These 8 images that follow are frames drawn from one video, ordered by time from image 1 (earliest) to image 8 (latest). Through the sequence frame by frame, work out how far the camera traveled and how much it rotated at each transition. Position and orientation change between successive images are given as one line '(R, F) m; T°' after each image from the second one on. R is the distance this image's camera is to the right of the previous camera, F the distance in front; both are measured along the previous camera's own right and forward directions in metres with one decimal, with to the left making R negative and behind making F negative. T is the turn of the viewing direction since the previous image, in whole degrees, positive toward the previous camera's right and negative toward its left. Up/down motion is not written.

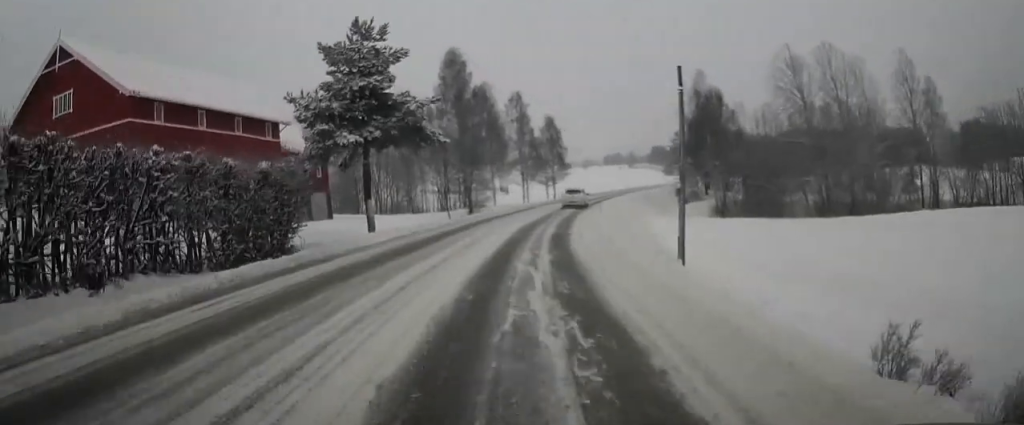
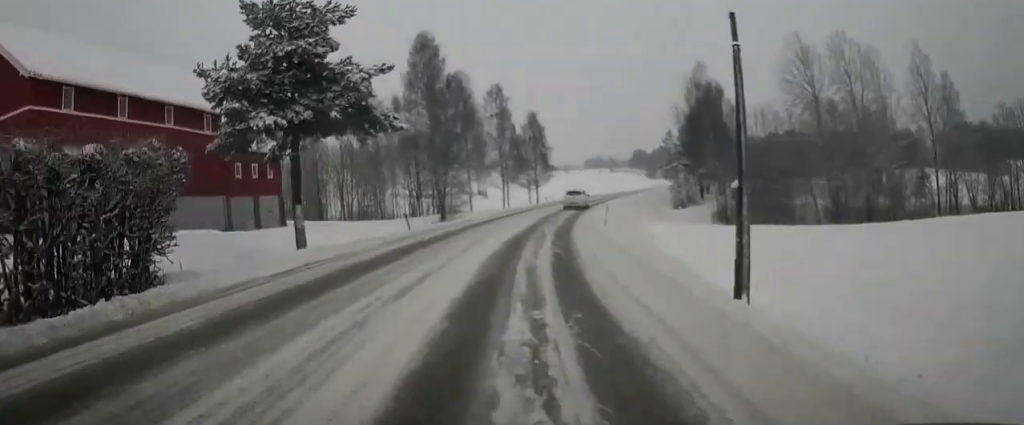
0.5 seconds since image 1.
(+0.1, +7.9) m; +2°
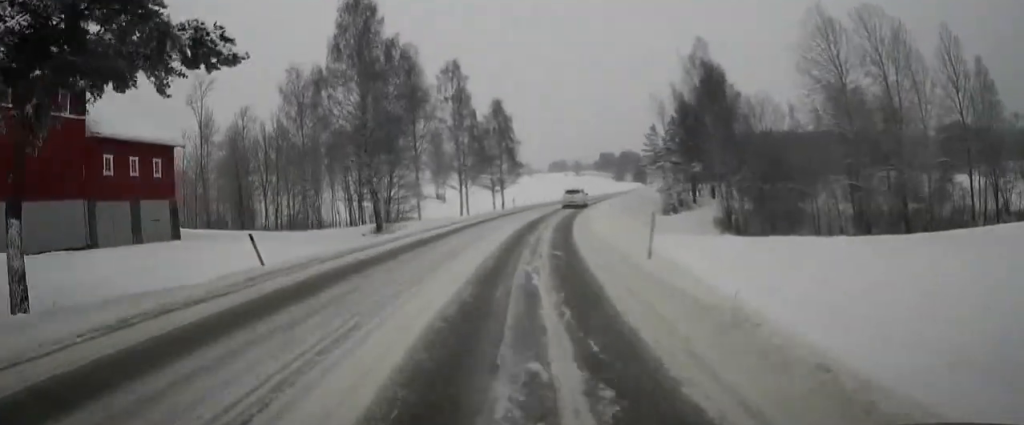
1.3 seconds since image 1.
(+0.4, +13.4) m; +3°
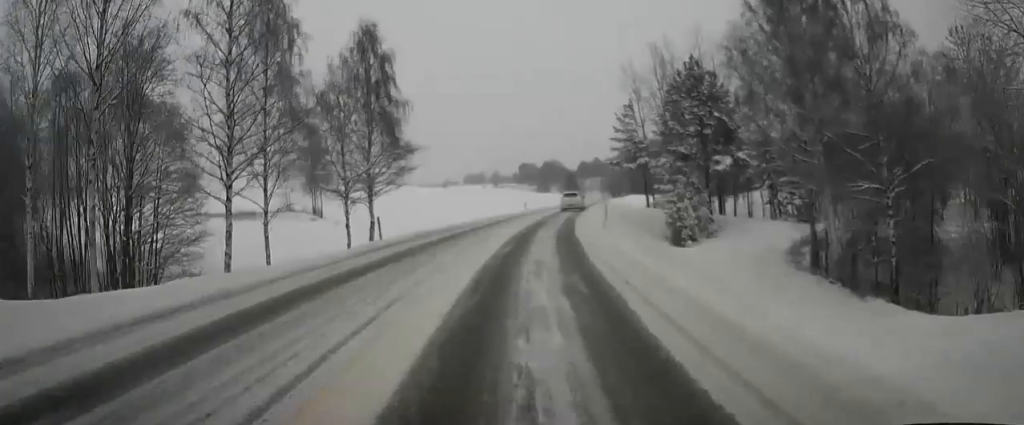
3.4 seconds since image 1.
(+2.4, +33.2) m; +8°
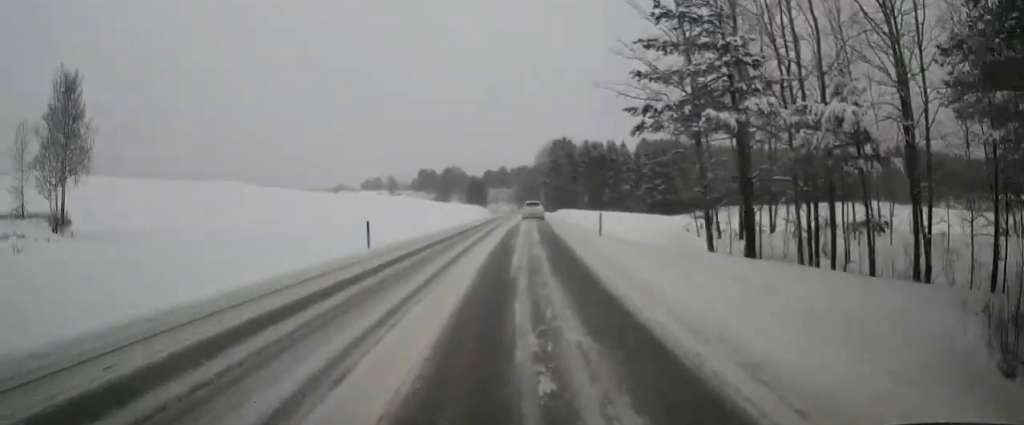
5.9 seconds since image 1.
(+2.8, +40.6) m; +8°
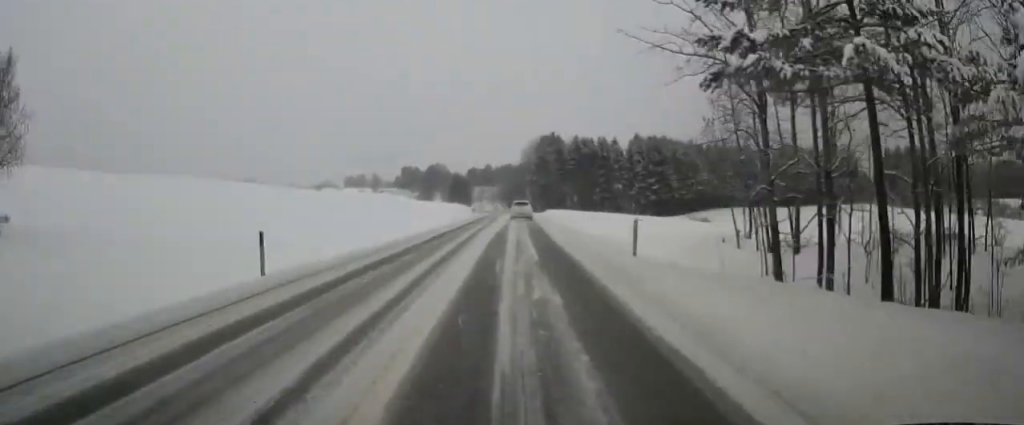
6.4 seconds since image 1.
(+0.1, +8.3) m; +2°
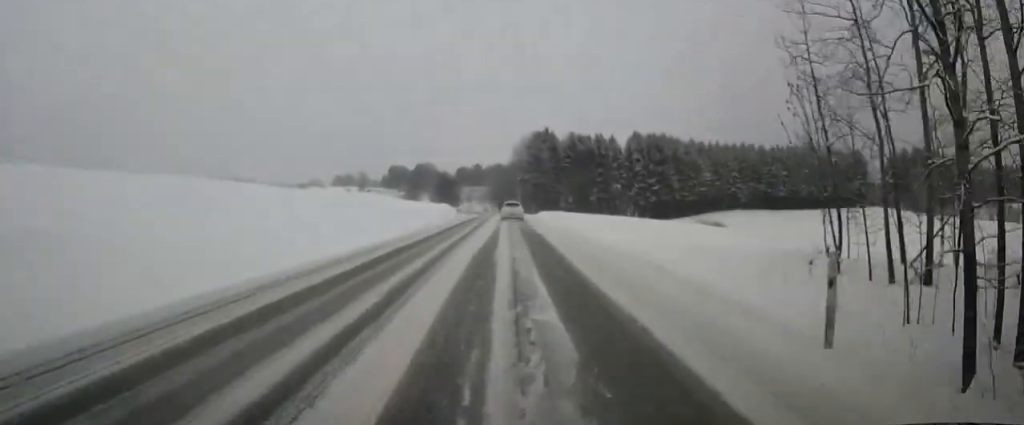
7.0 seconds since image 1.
(+0.2, +9.4) m; +2°
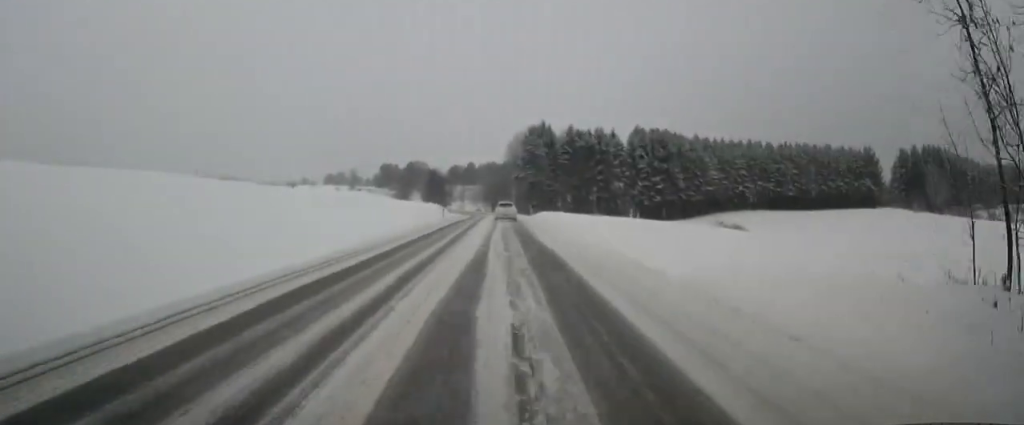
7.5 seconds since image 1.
(+0.2, +8.8) m; +1°
